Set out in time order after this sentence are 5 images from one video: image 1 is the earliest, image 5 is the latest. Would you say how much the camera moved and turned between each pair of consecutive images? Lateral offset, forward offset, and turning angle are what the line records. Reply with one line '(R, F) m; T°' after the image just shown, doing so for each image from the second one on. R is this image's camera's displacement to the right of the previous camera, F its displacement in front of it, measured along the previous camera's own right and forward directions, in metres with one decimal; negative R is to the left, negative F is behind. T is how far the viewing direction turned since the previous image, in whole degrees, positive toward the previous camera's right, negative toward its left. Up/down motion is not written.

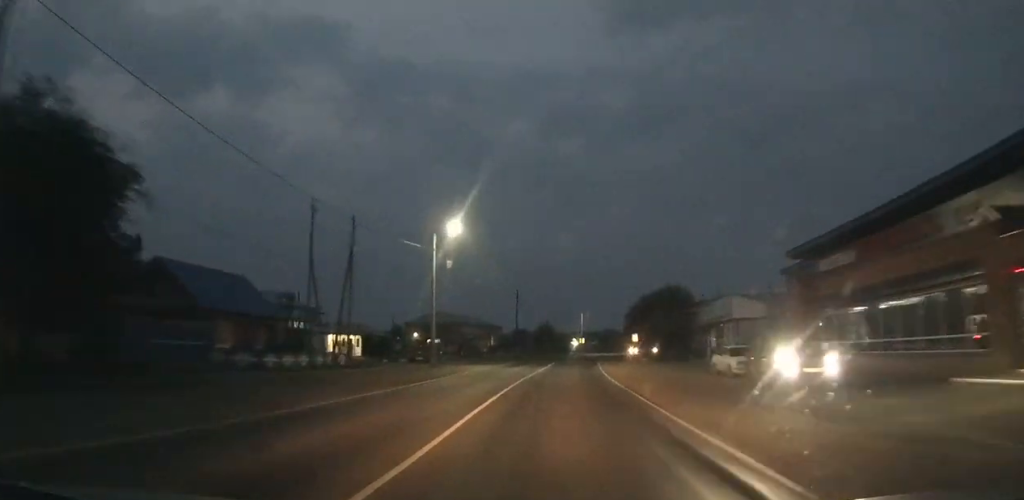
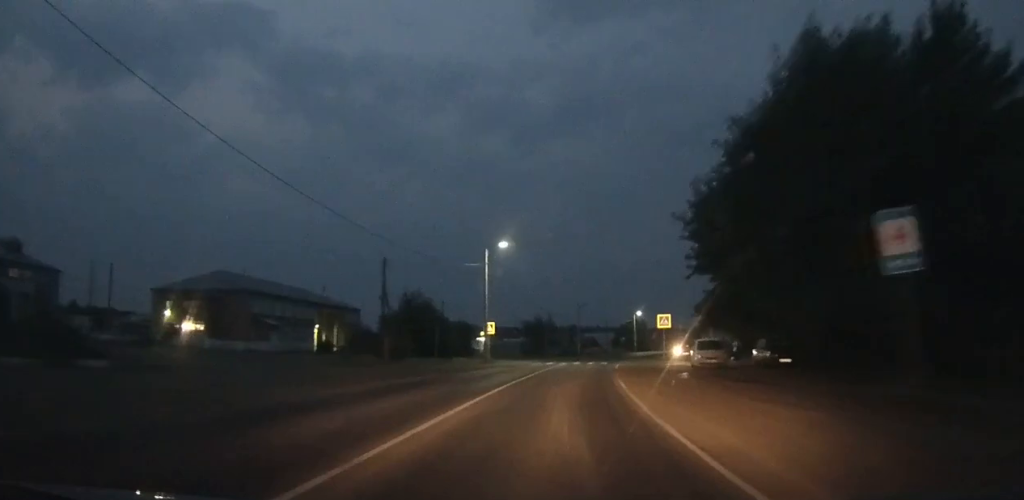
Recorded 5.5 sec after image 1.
(+4.8, +74.4) m; +9°
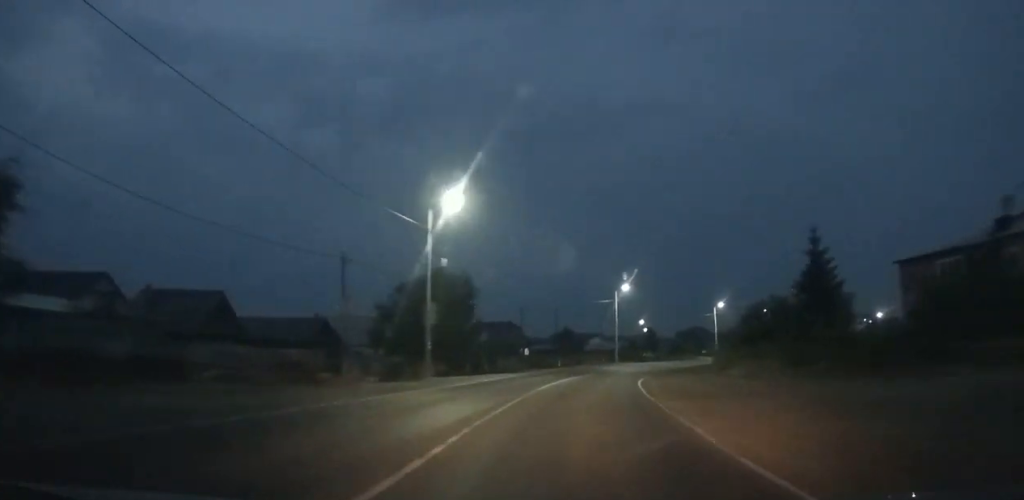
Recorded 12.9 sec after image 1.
(+14.3, +101.0) m; +21°
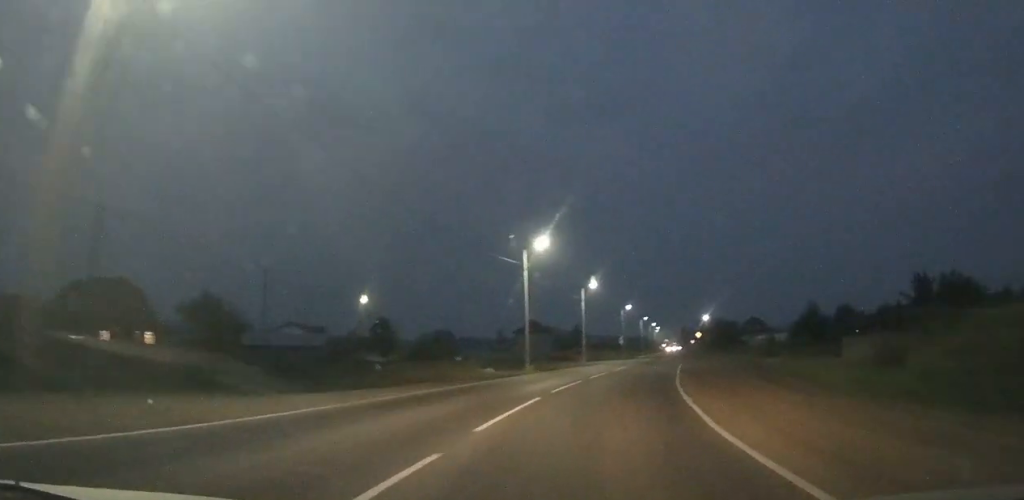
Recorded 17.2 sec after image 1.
(+12.1, +56.6) m; +22°
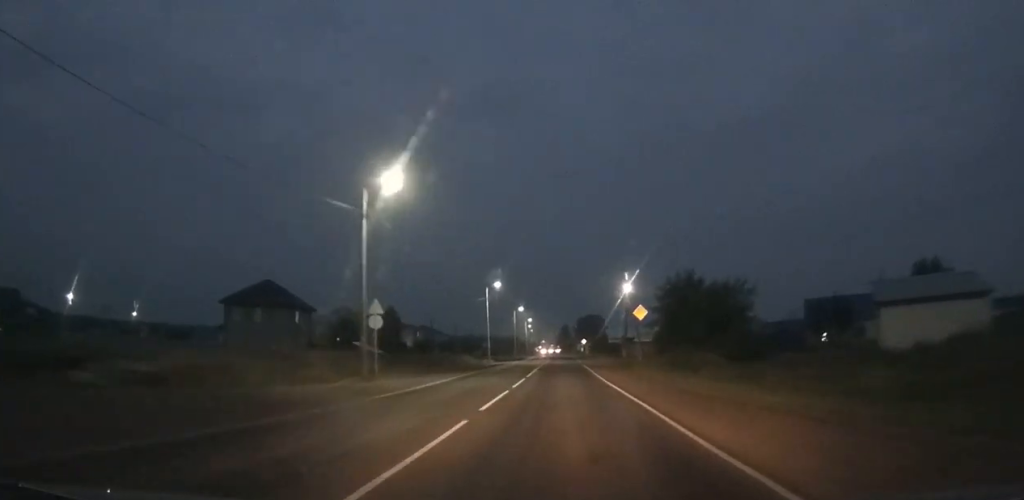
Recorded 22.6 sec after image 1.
(+10.4, +74.4) m; +9°
